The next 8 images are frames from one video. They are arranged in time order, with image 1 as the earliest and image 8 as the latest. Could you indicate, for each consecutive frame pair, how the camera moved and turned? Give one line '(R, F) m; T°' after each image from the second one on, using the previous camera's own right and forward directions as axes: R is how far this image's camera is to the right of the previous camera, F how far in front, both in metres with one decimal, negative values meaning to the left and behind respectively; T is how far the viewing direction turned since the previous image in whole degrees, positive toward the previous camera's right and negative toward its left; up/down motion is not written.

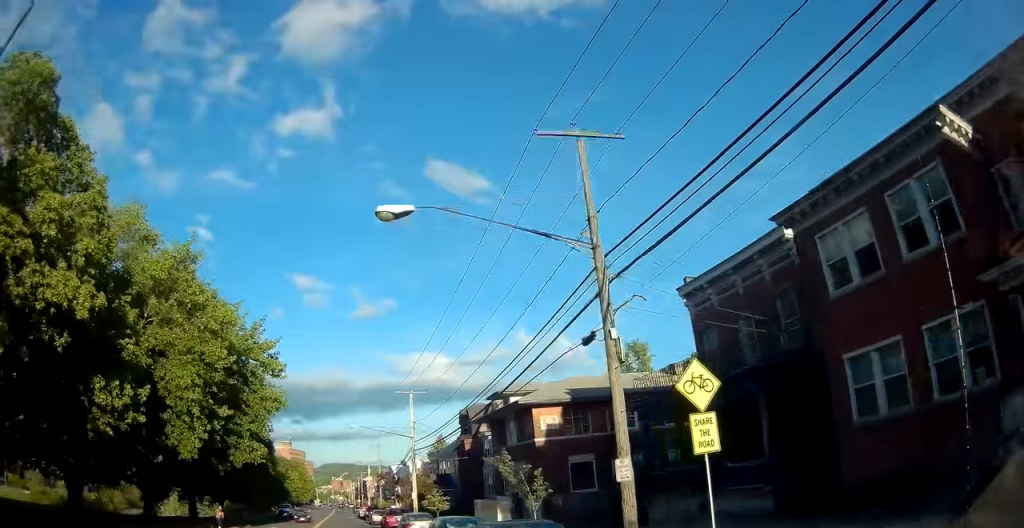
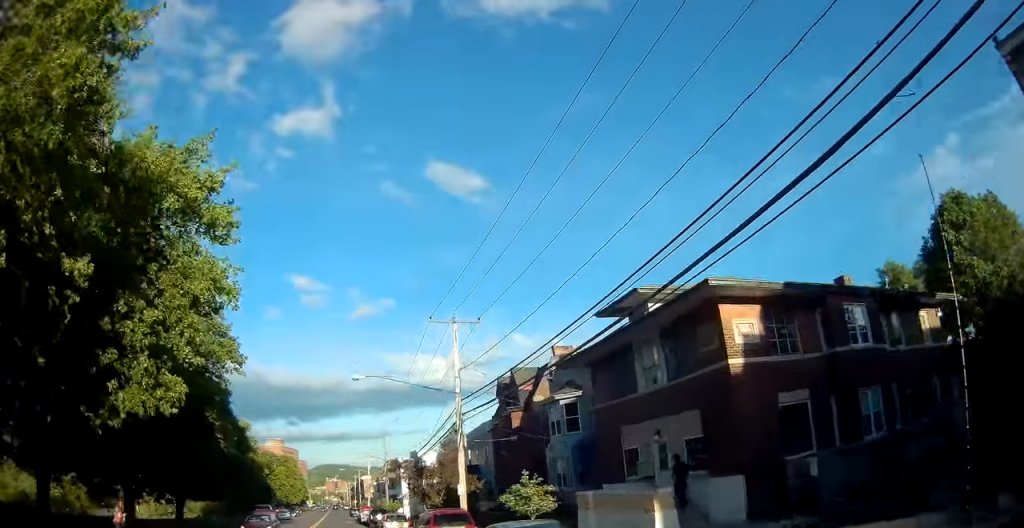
(+0.3, +16.8) m; +1°
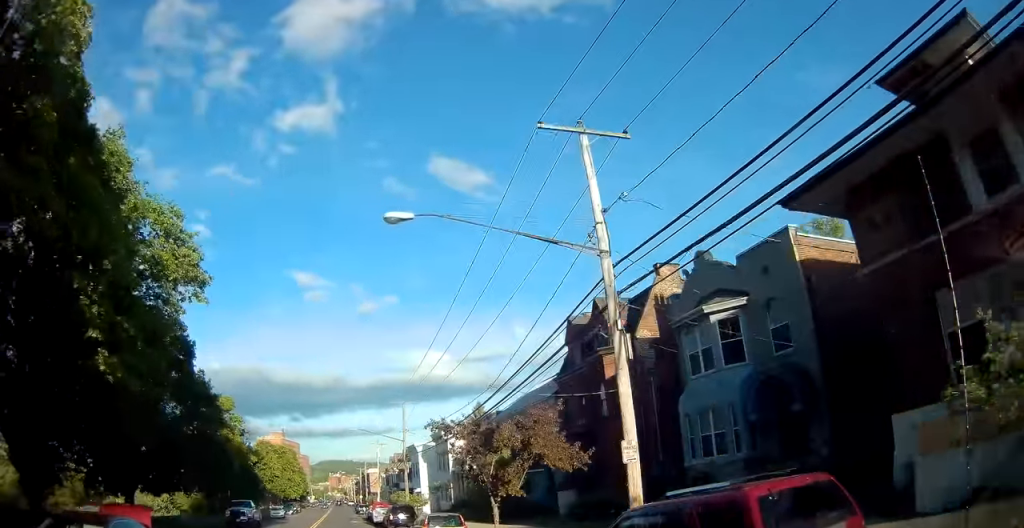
(-0.2, +14.4) m; 0°
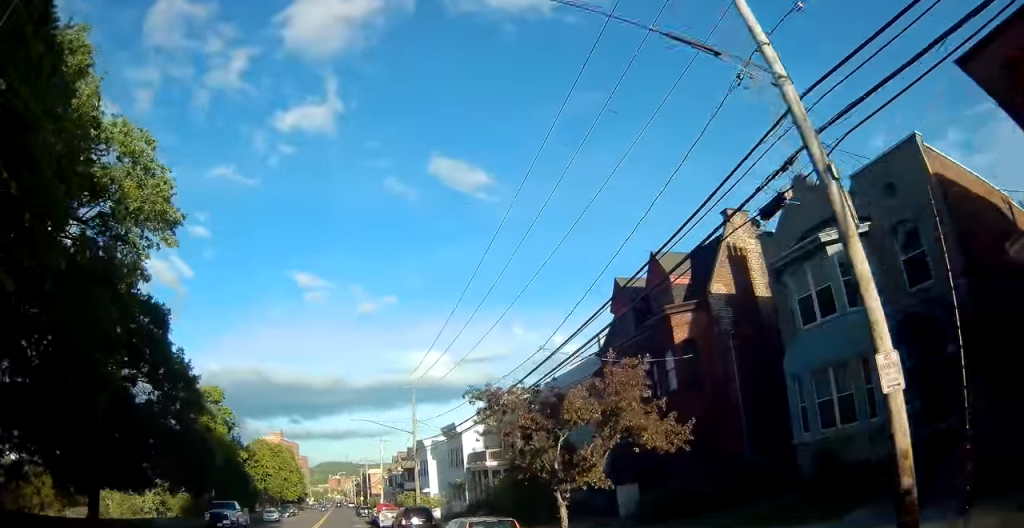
(-0.1, +6.4) m; 0°
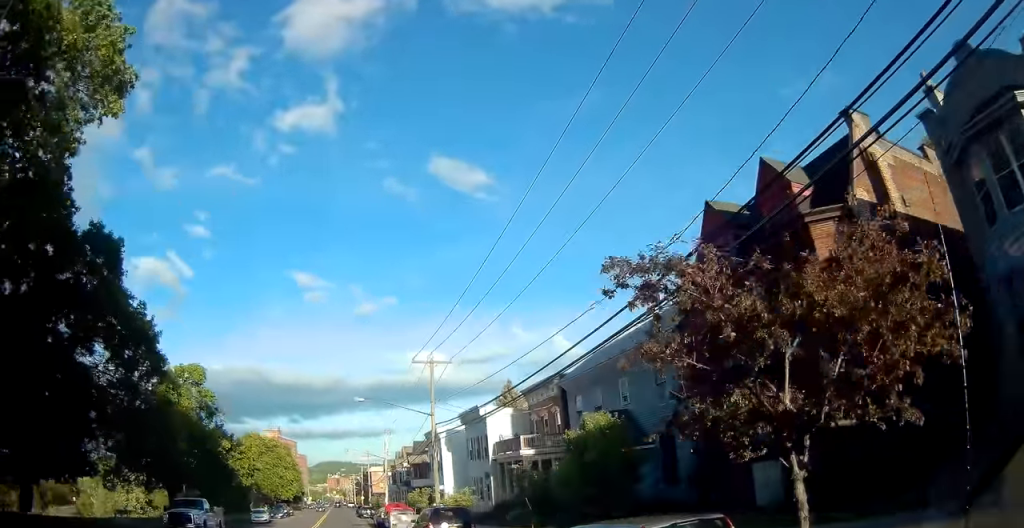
(+0.2, +8.5) m; +1°
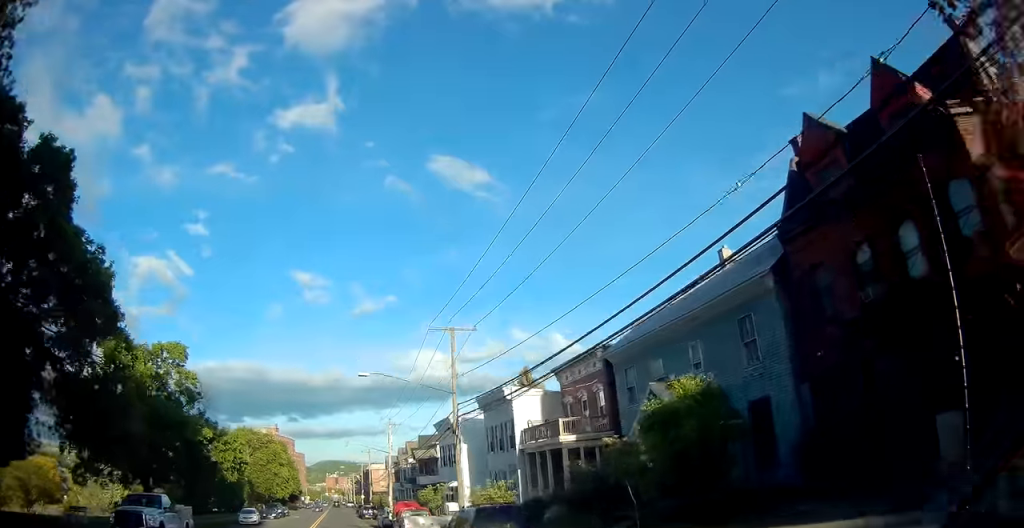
(+0.1, +6.5) m; 0°
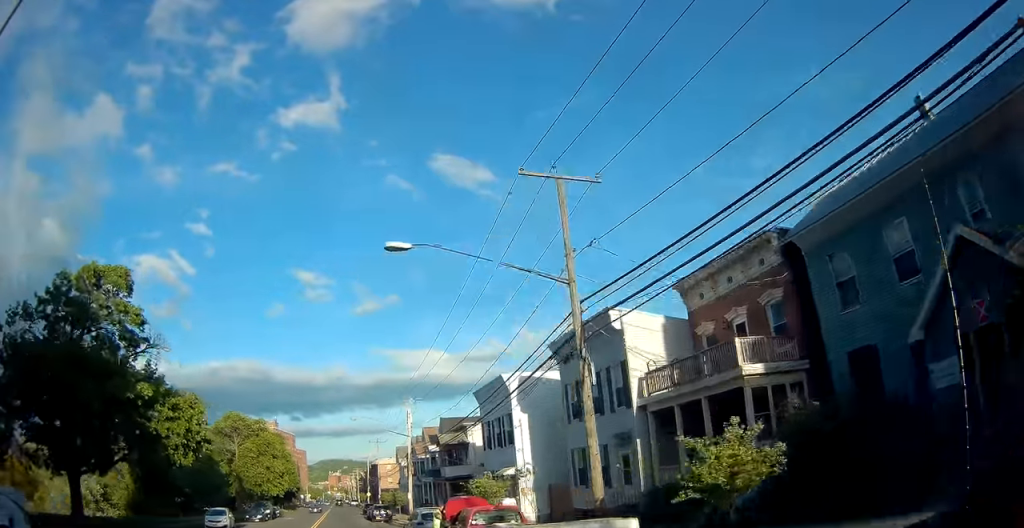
(0.0, +13.9) m; -2°
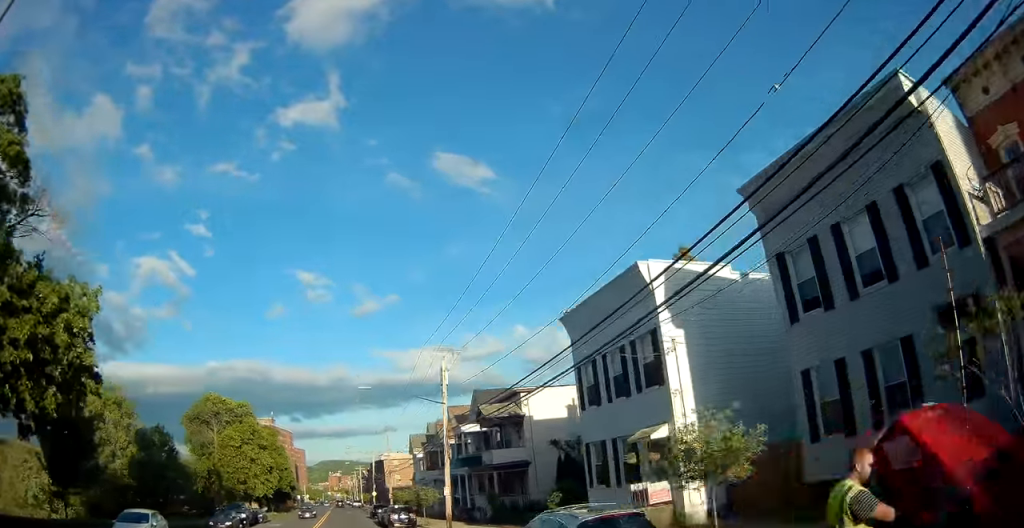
(-0.5, +14.6) m; 0°
